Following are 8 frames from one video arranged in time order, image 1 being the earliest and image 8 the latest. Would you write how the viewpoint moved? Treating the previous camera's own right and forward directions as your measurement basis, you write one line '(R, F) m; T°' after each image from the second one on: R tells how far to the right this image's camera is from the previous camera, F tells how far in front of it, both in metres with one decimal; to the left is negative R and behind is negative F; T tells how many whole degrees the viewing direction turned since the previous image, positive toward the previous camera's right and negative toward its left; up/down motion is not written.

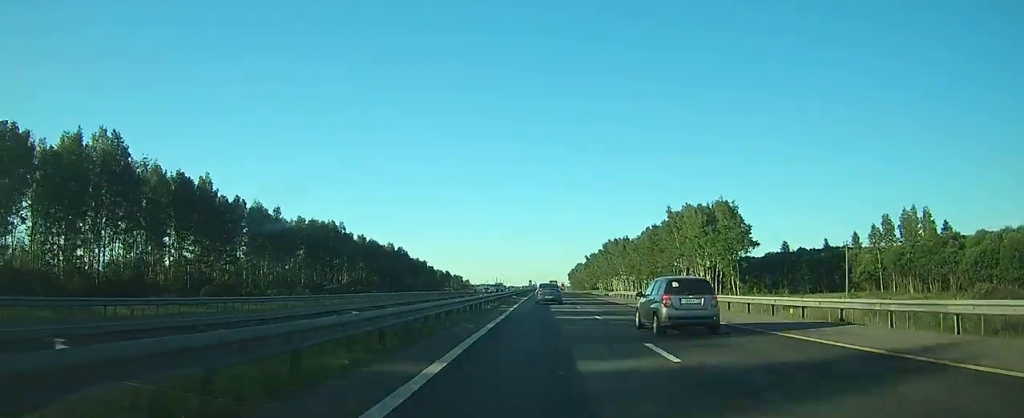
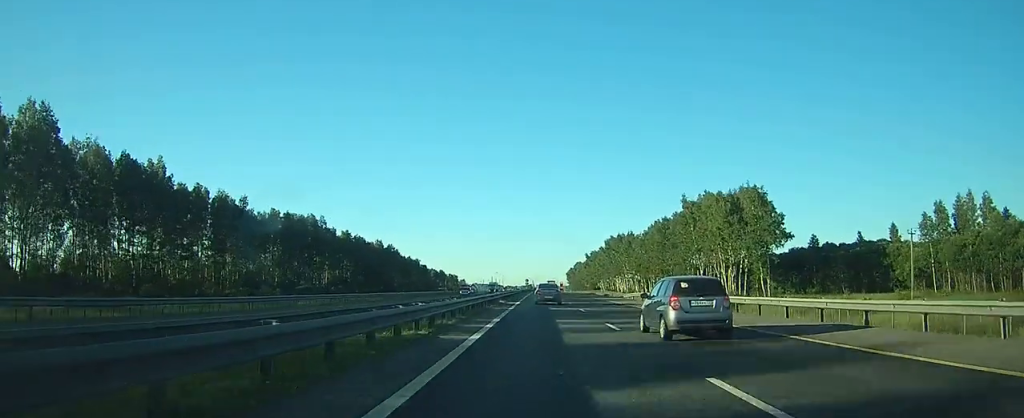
(0.0, +17.2) m; 0°
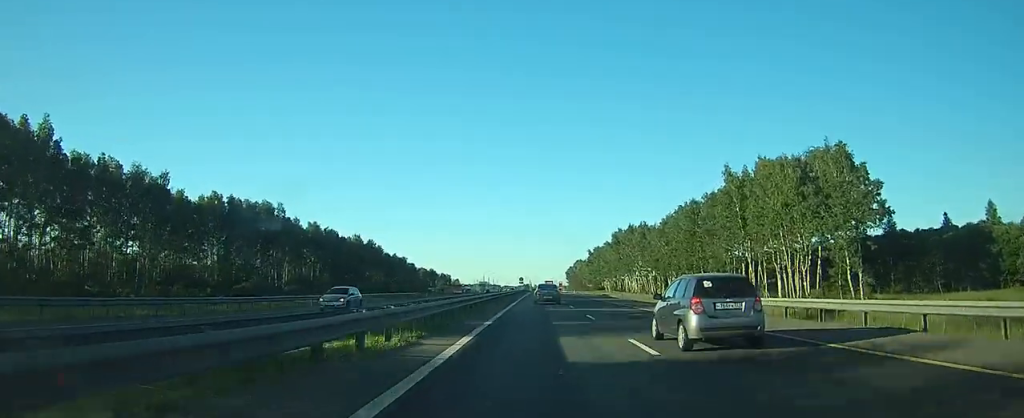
(+0.1, +31.3) m; 0°
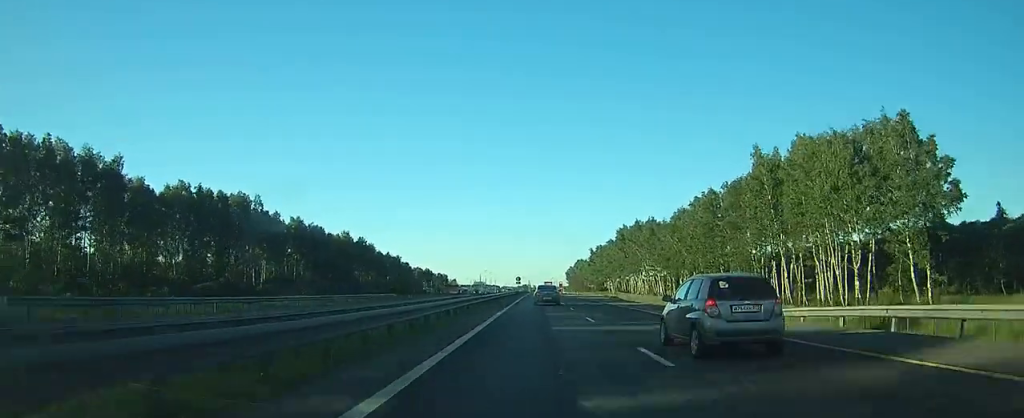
(0.0, +14.1) m; 0°
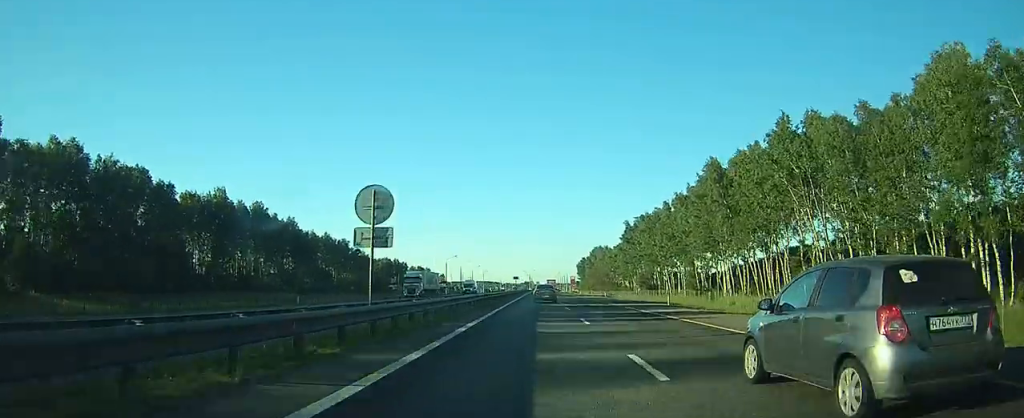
(-0.8, +97.8) m; -1°
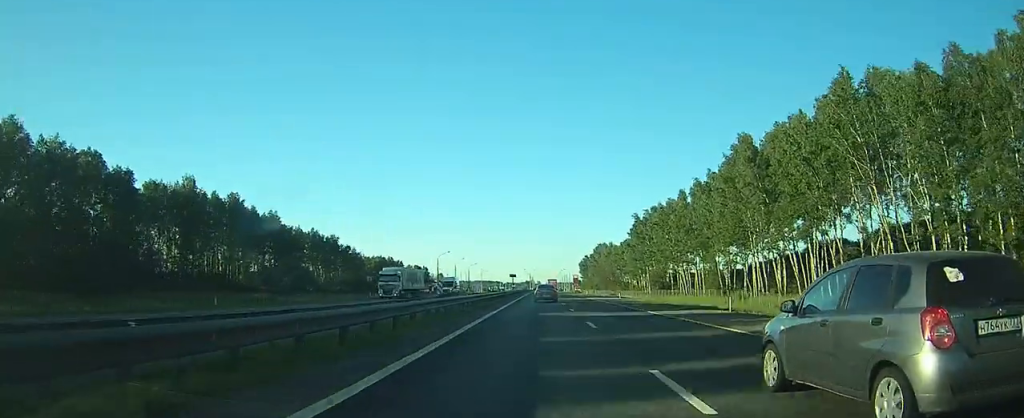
(0.0, +13.7) m; 0°
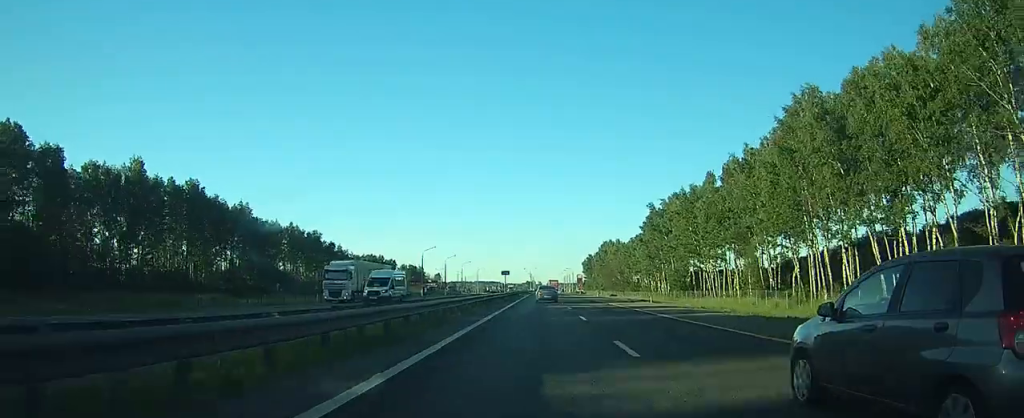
(-0.1, +18.6) m; 0°
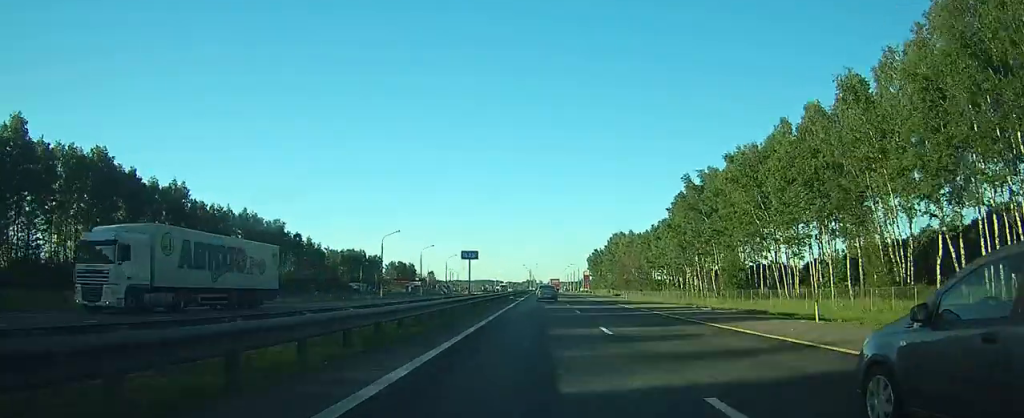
(0.0, +30.7) m; 0°
